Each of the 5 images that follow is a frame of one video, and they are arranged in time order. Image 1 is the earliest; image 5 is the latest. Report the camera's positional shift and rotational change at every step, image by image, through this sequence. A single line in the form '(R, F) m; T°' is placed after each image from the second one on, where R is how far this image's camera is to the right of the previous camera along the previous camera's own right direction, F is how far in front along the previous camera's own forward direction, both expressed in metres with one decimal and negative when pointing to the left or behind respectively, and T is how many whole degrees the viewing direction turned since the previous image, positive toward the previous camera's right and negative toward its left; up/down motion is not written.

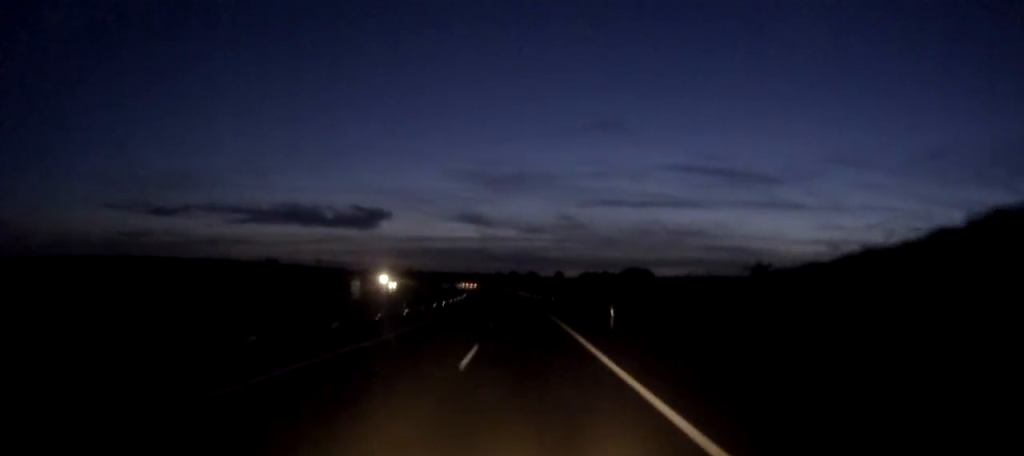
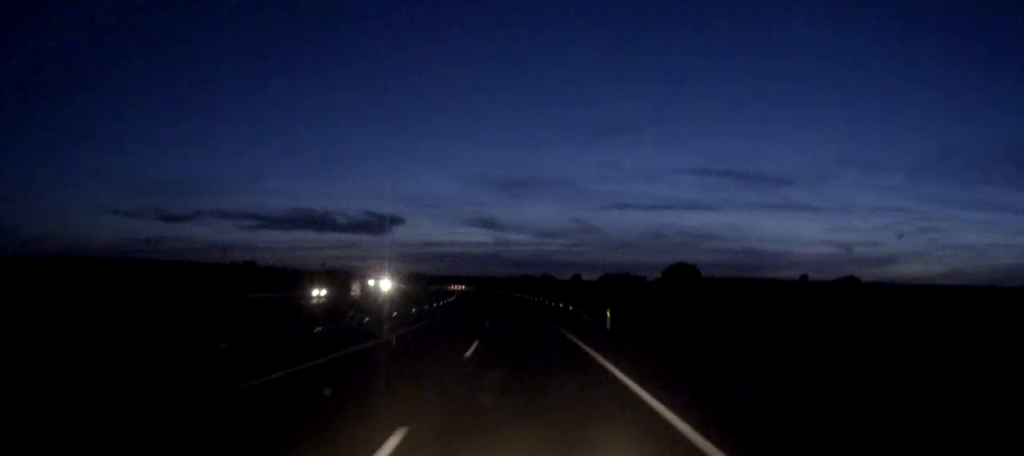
(0.0, +49.2) m; 0°
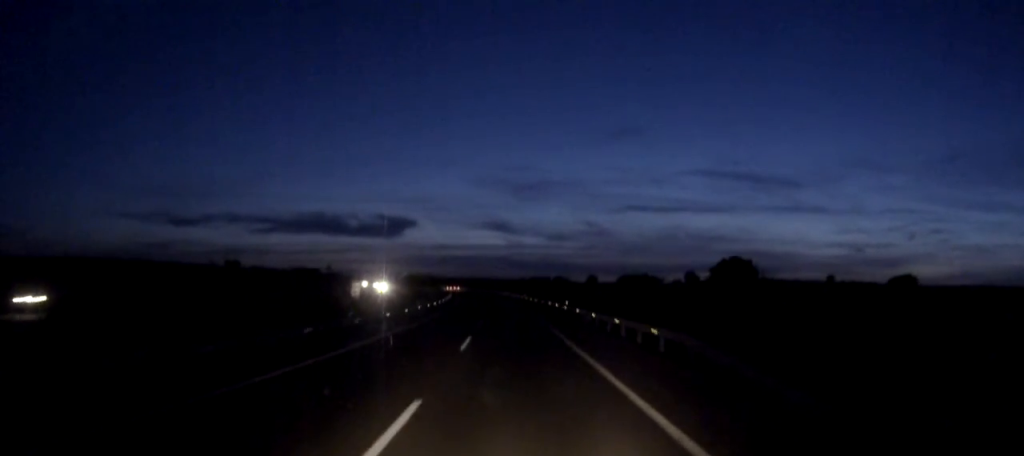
(-0.2, +32.2) m; -1°
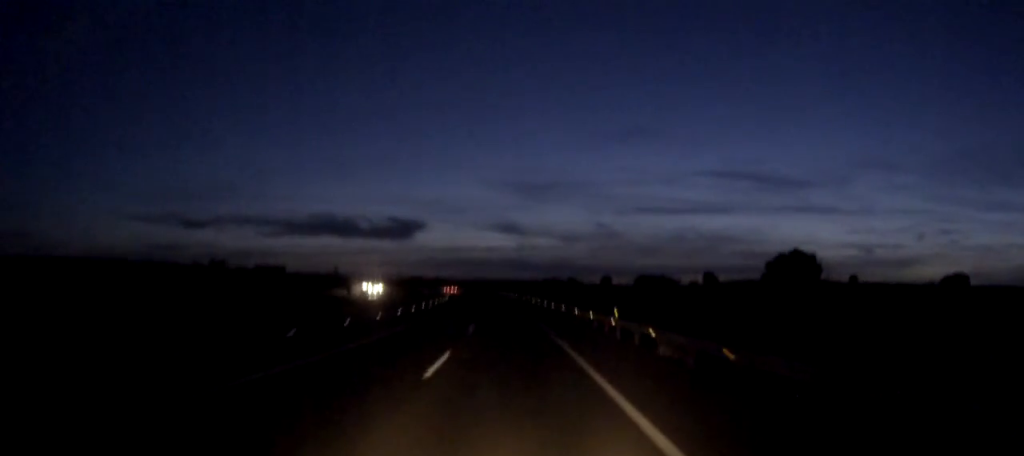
(-0.2, +24.8) m; -1°
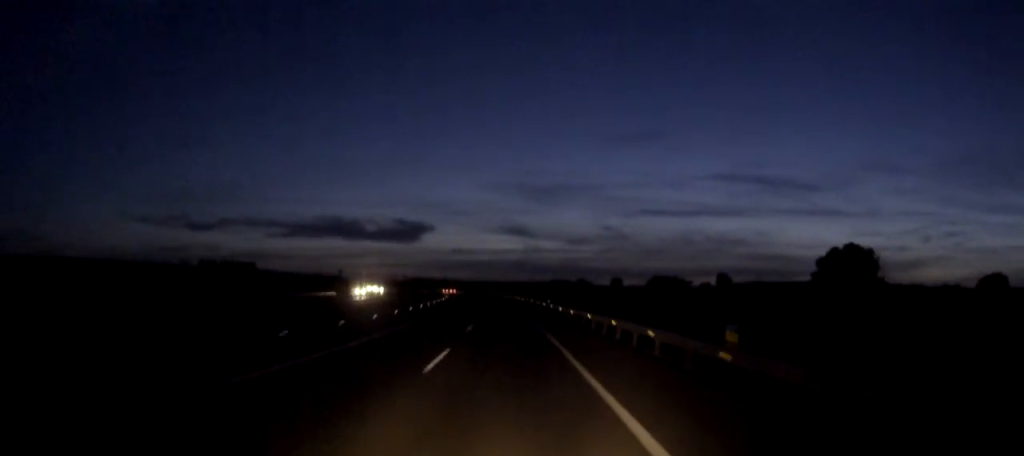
(-0.1, +16.2) m; -1°
